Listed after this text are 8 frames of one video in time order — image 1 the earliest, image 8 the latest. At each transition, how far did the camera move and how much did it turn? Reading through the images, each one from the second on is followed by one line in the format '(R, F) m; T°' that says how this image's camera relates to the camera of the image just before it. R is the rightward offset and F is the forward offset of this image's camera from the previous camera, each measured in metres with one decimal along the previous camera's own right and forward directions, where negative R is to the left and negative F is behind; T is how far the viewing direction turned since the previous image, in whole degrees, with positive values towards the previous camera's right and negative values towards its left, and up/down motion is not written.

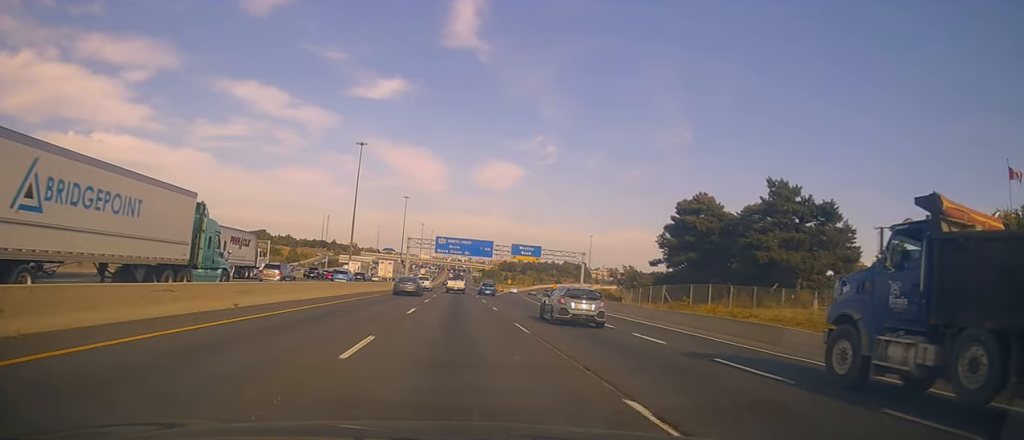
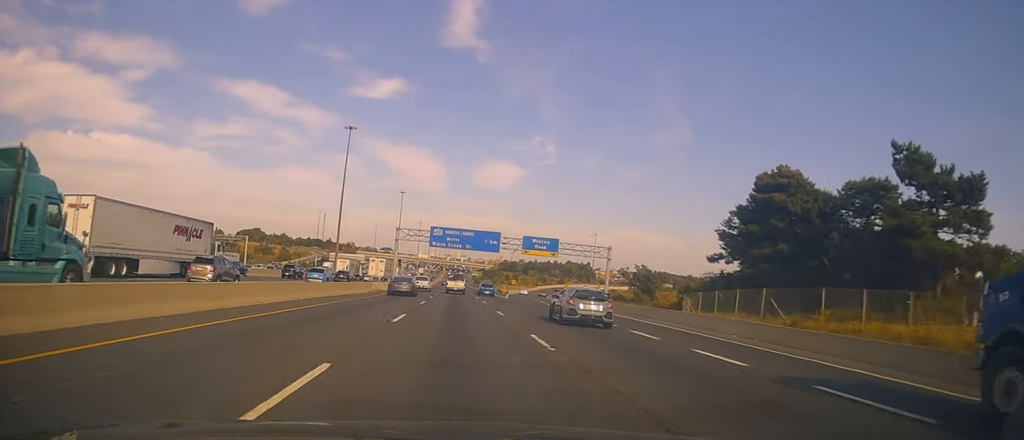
(+0.4, +16.2) m; 0°
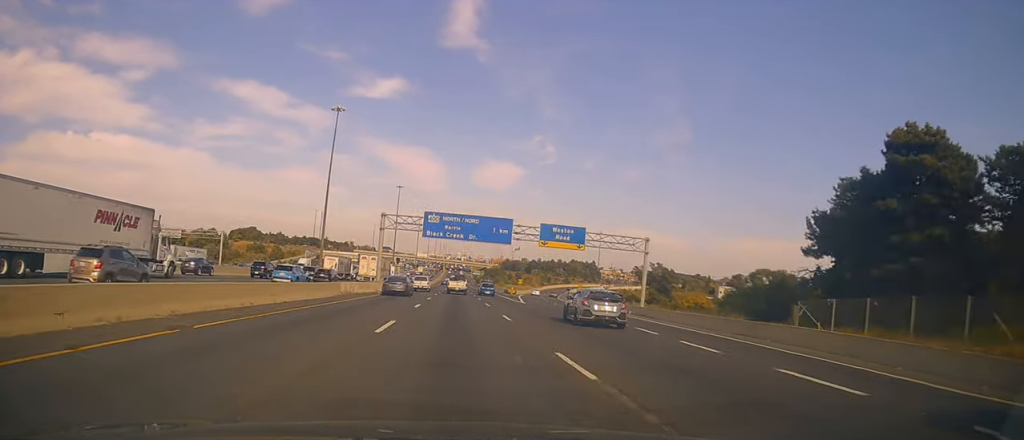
(+0.2, +15.3) m; 0°
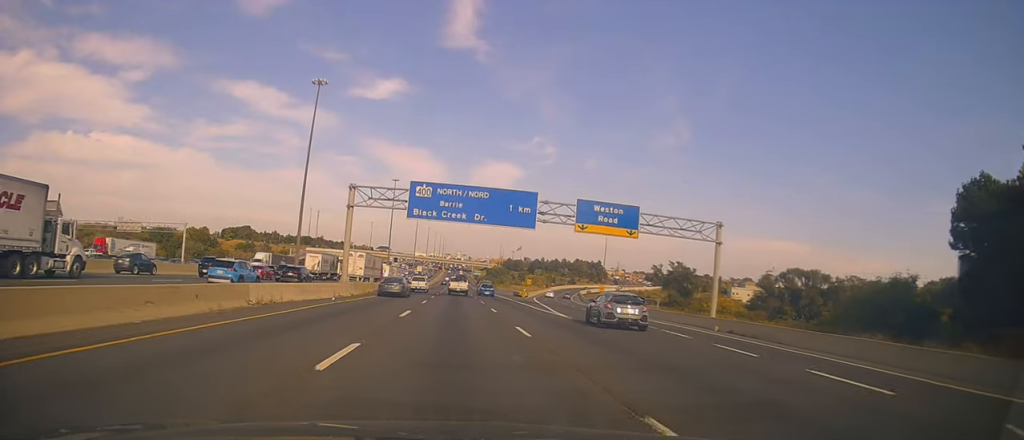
(-0.5, +17.7) m; -1°
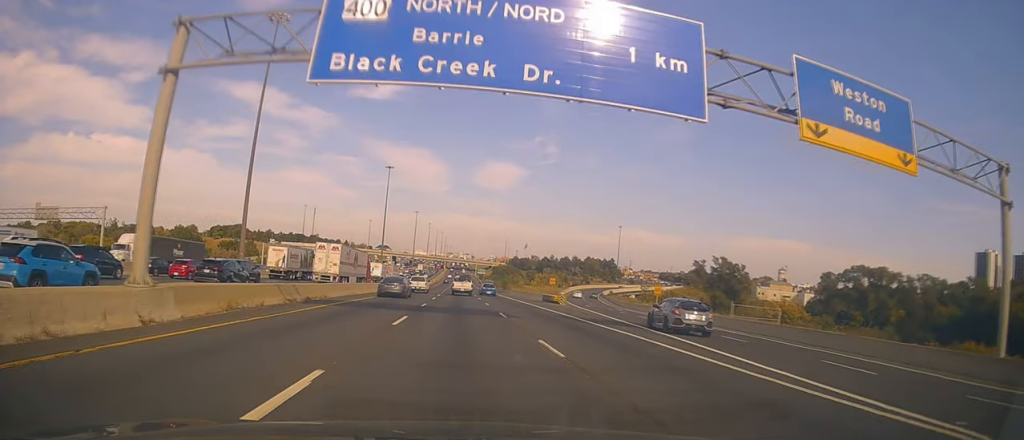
(0.0, +27.5) m; +2°
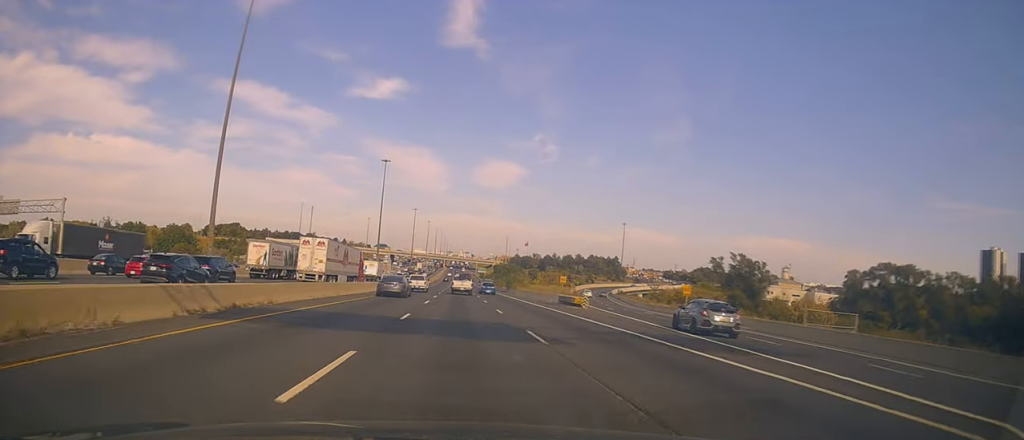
(+0.3, +9.8) m; 0°
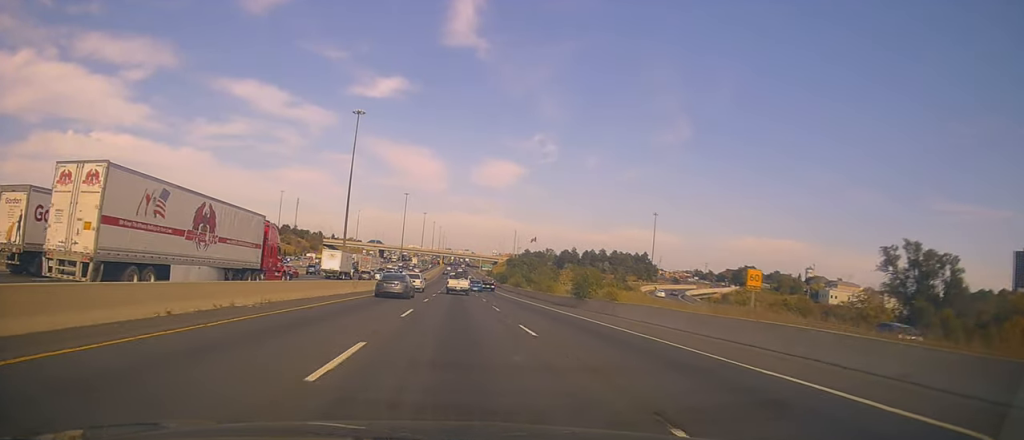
(-0.8, +58.4) m; -1°
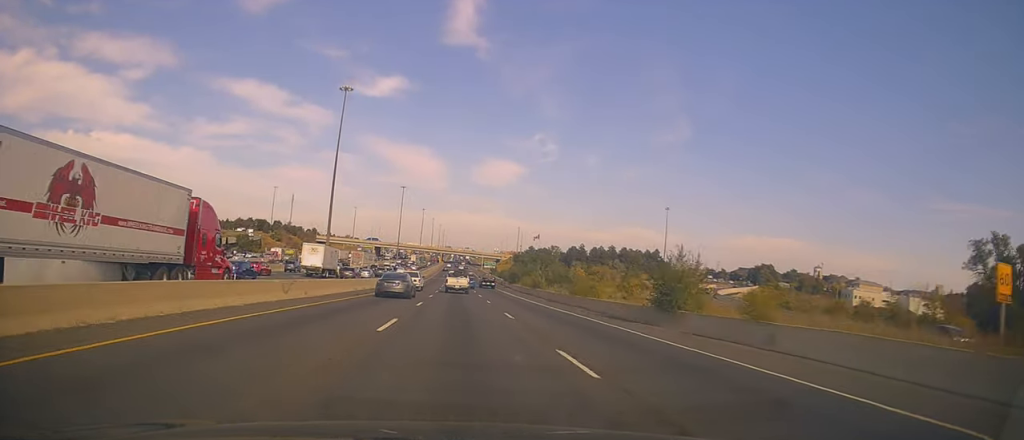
(0.0, +18.5) m; 0°
